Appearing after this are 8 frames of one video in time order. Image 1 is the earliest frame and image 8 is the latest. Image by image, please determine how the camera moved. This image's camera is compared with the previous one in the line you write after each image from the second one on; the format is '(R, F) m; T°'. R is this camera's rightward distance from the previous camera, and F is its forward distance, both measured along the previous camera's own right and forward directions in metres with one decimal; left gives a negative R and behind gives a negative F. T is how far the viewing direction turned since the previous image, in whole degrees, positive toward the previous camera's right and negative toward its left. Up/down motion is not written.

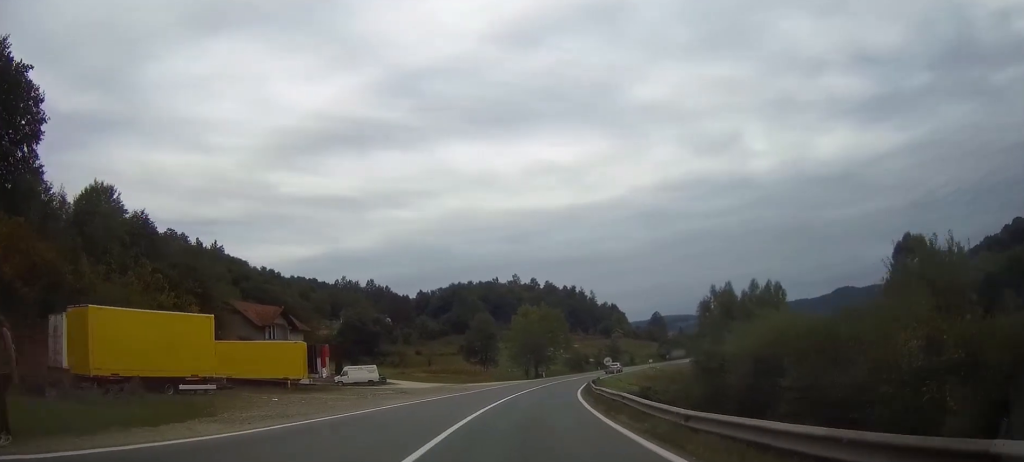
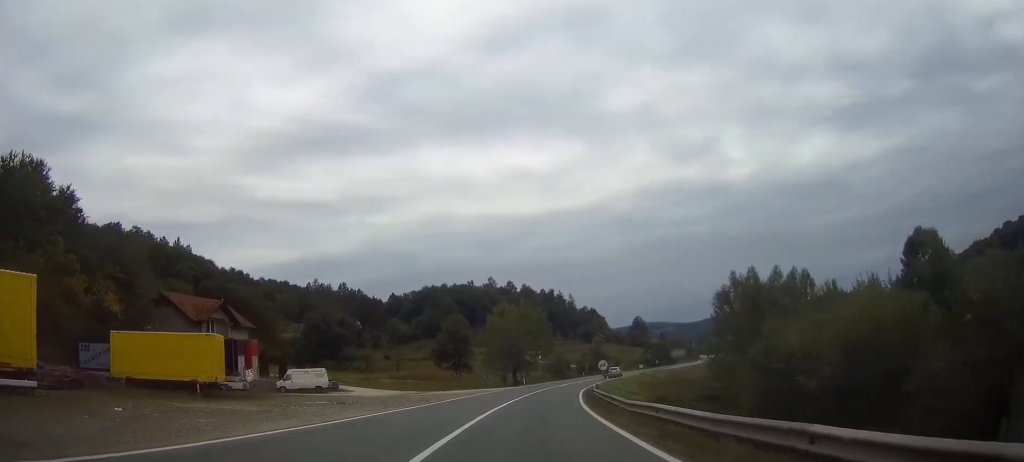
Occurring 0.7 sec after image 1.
(+0.2, +13.0) m; +2°
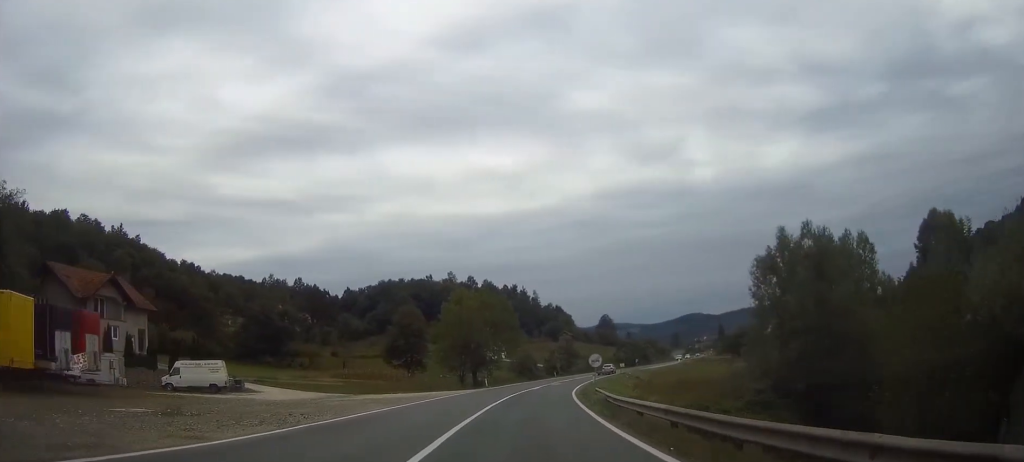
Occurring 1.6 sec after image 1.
(+0.5, +18.2) m; +3°
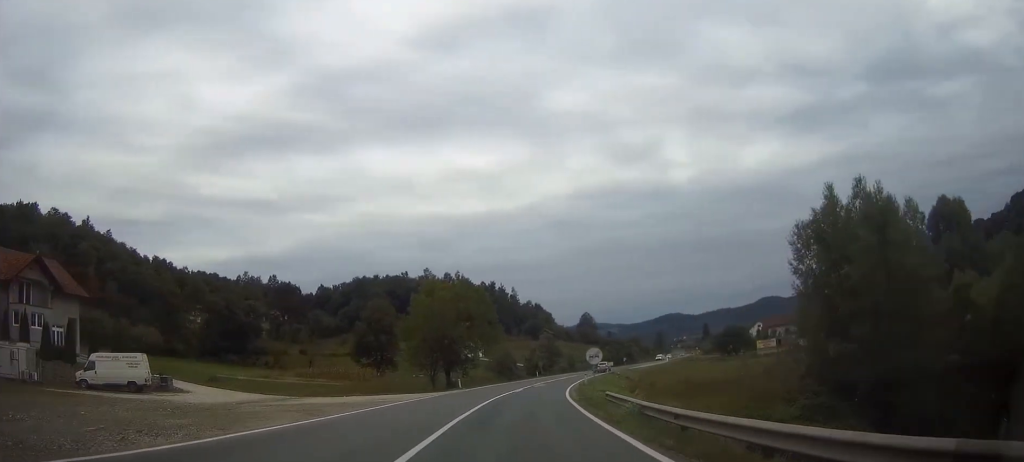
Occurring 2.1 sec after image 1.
(+0.1, +9.8) m; +2°
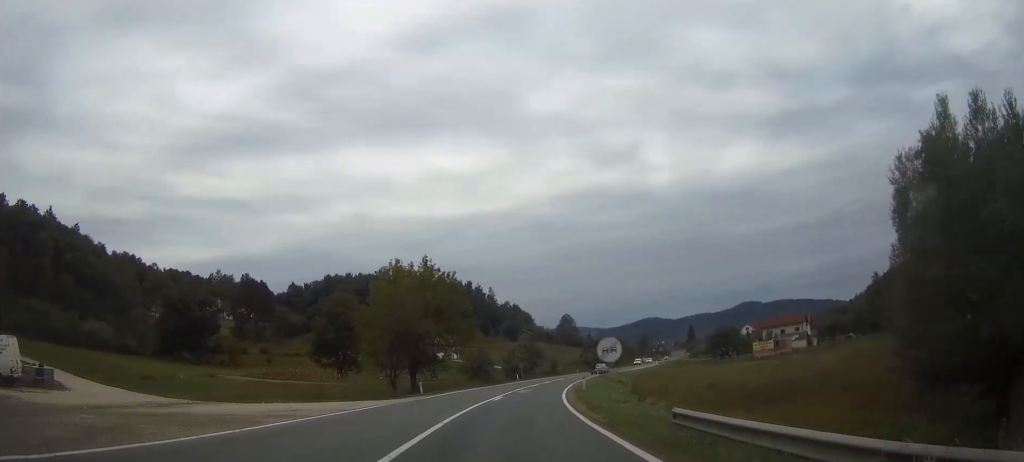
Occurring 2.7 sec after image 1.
(+0.2, +12.3) m; +1°
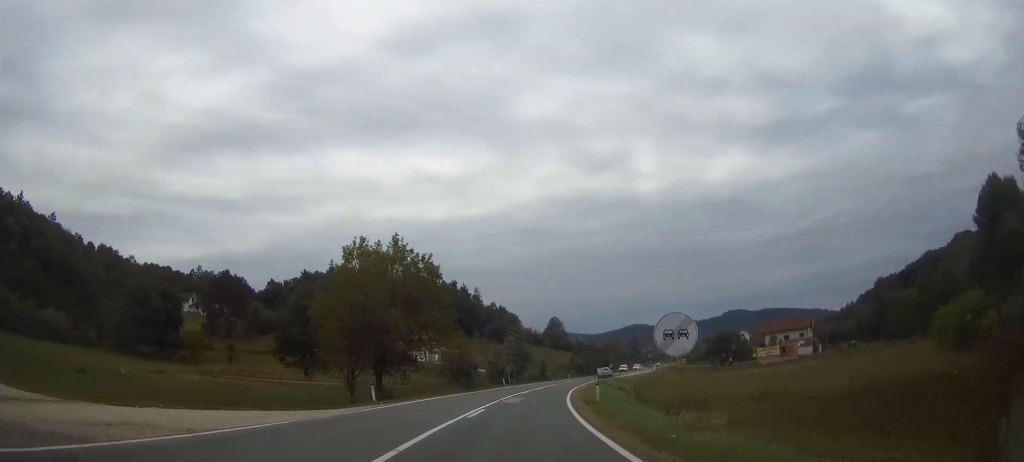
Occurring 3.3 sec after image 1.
(+0.1, +11.6) m; +1°
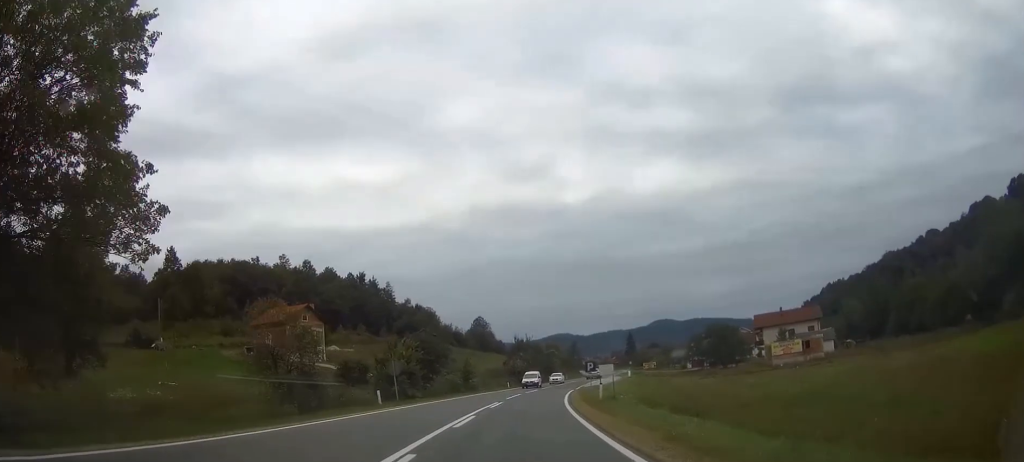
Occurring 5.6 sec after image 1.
(+2.5, +43.8) m; +7°
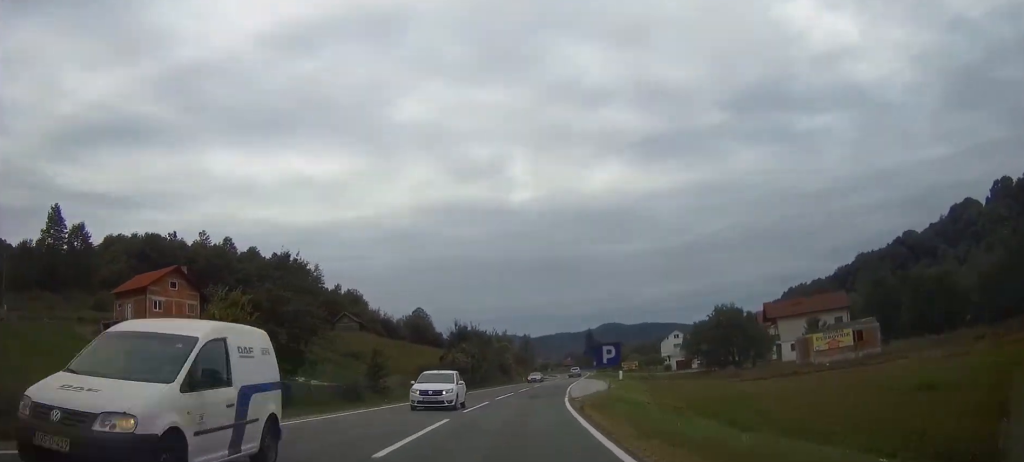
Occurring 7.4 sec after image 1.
(+1.1, +30.8) m; +4°
